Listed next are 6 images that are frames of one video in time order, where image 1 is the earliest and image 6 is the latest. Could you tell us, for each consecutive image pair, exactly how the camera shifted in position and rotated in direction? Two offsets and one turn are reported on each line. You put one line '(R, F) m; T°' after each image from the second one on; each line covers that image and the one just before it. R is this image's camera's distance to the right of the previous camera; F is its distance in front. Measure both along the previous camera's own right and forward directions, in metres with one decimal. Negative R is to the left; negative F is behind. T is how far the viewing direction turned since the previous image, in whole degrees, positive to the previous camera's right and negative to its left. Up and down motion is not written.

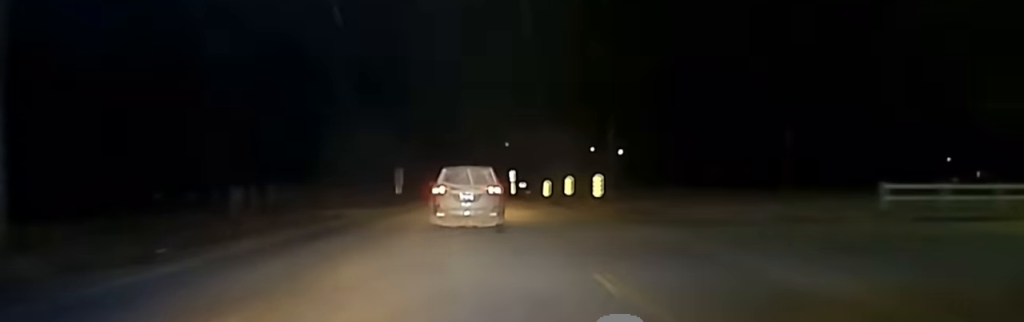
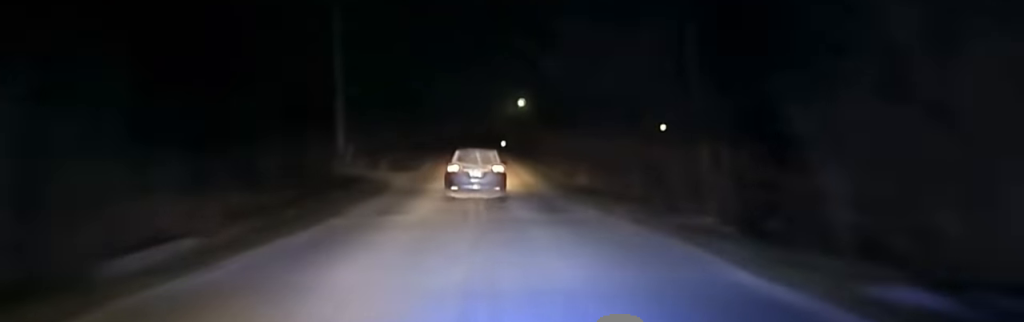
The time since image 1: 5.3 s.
(+1.6, +169.9) m; +2°
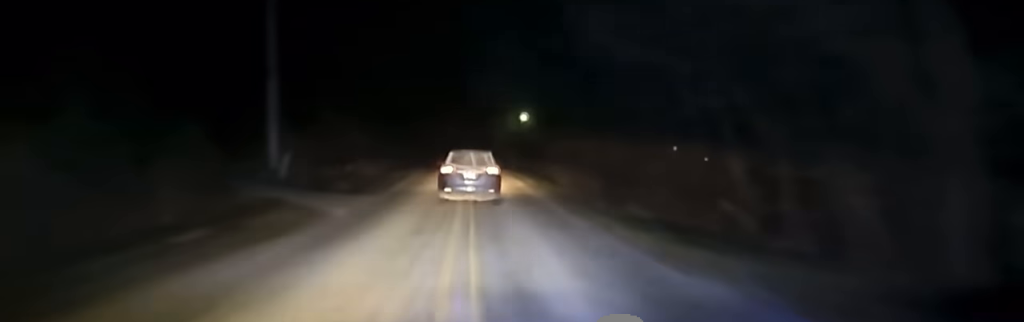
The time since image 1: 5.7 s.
(0.0, +16.3) m; 0°
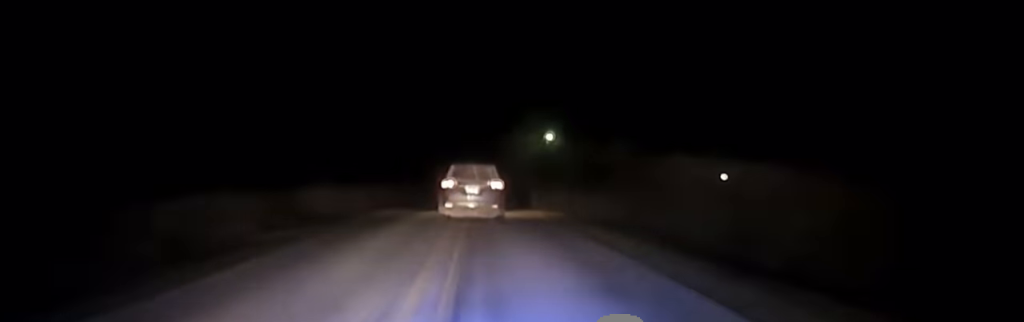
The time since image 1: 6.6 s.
(+0.2, +32.3) m; 0°
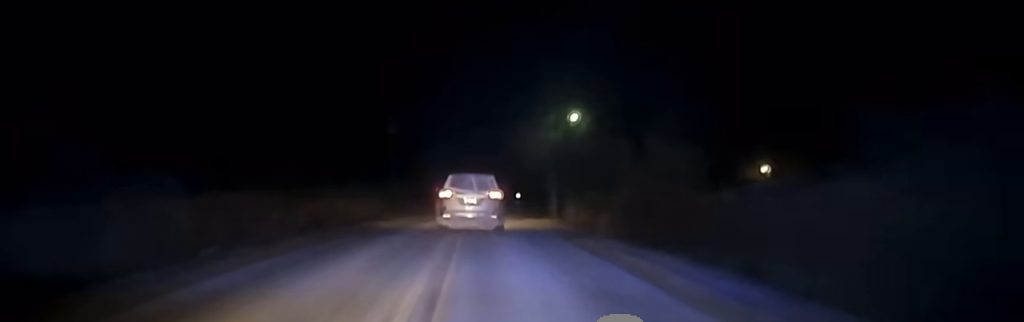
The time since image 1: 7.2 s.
(0.0, +22.6) m; -1°
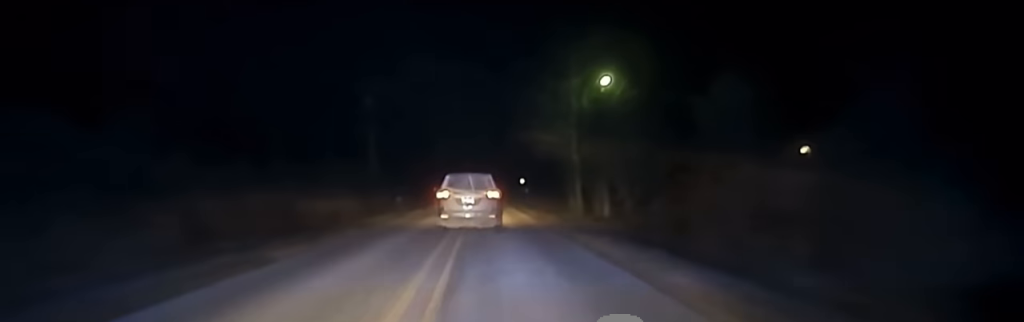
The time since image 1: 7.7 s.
(0.0, +18.0) m; 0°
